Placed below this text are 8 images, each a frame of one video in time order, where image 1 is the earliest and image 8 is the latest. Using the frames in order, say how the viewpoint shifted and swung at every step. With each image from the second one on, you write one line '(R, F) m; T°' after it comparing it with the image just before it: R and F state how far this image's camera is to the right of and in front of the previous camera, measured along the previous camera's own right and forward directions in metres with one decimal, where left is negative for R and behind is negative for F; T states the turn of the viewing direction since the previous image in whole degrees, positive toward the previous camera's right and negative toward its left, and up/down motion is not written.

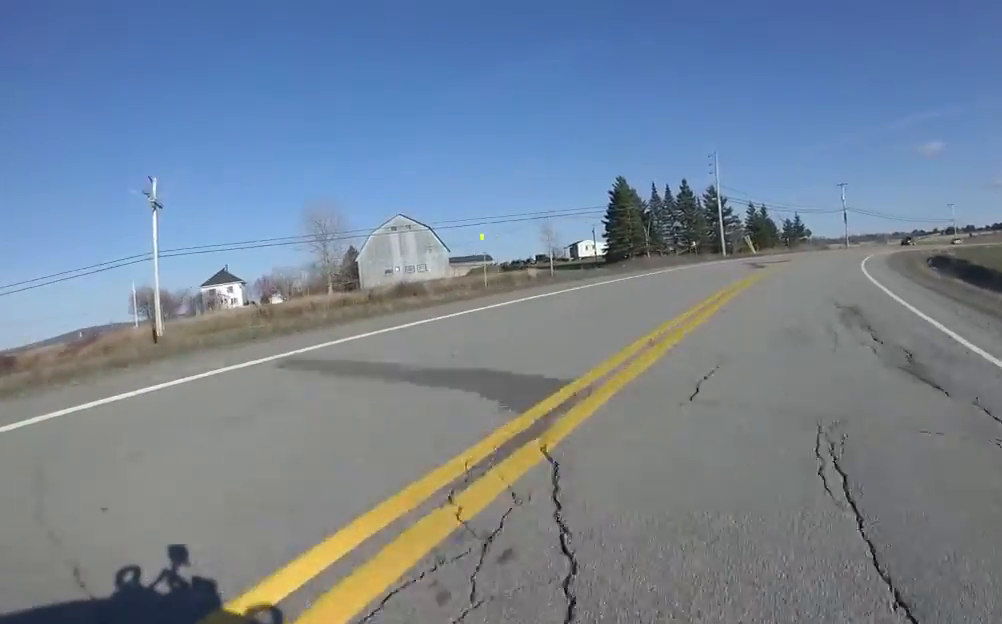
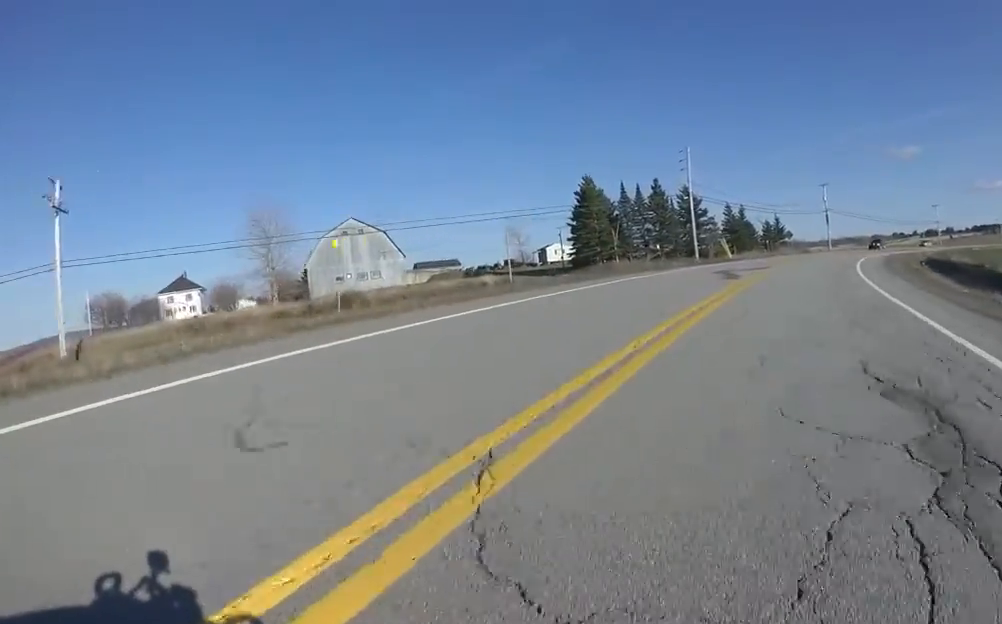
(+0.7, +5.6) m; +5°
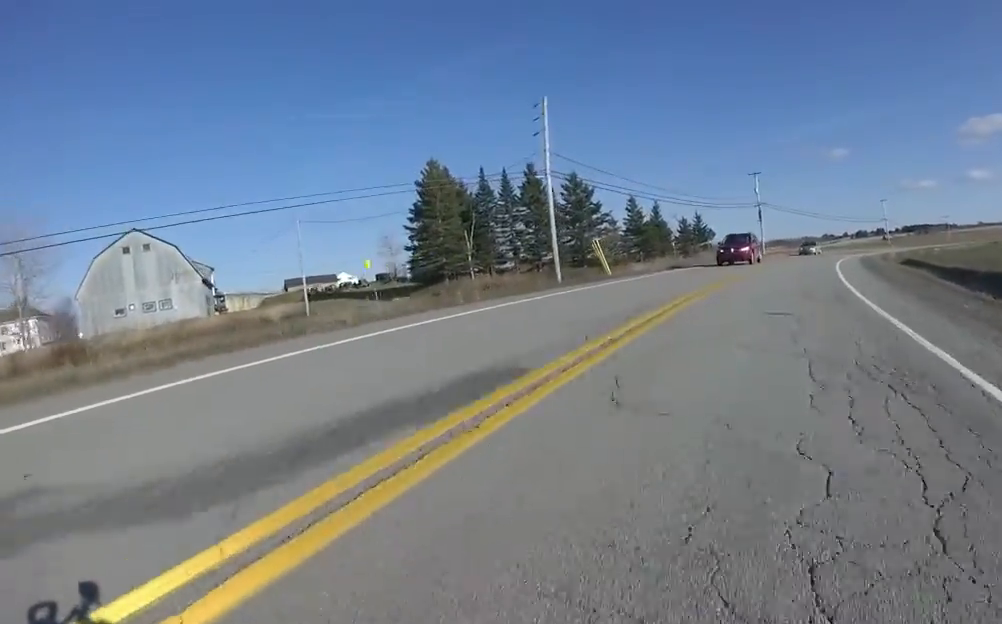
(+1.3, +20.5) m; +2°
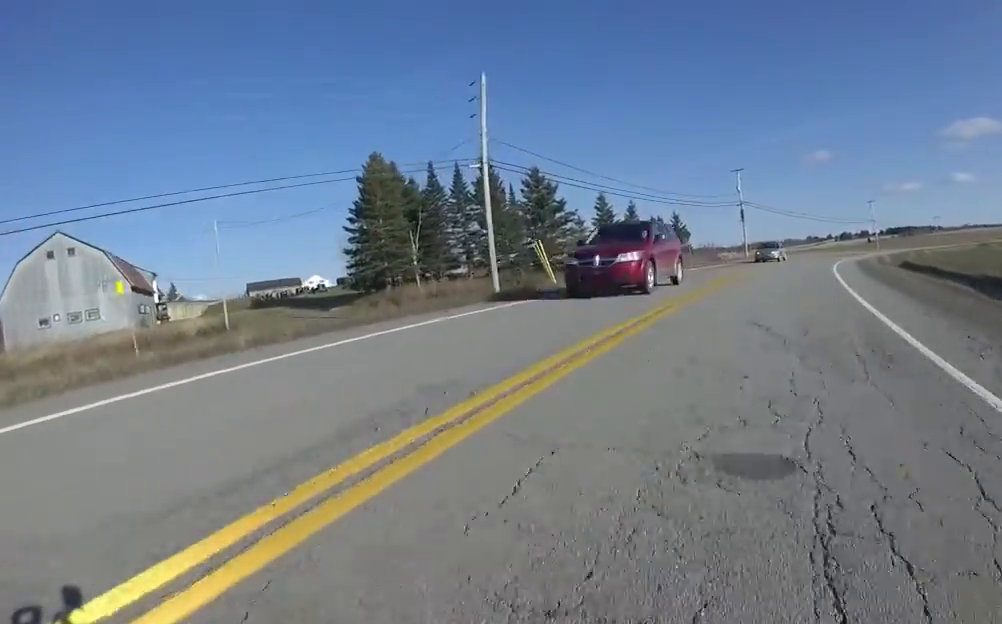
(-0.1, +6.1) m; -1°
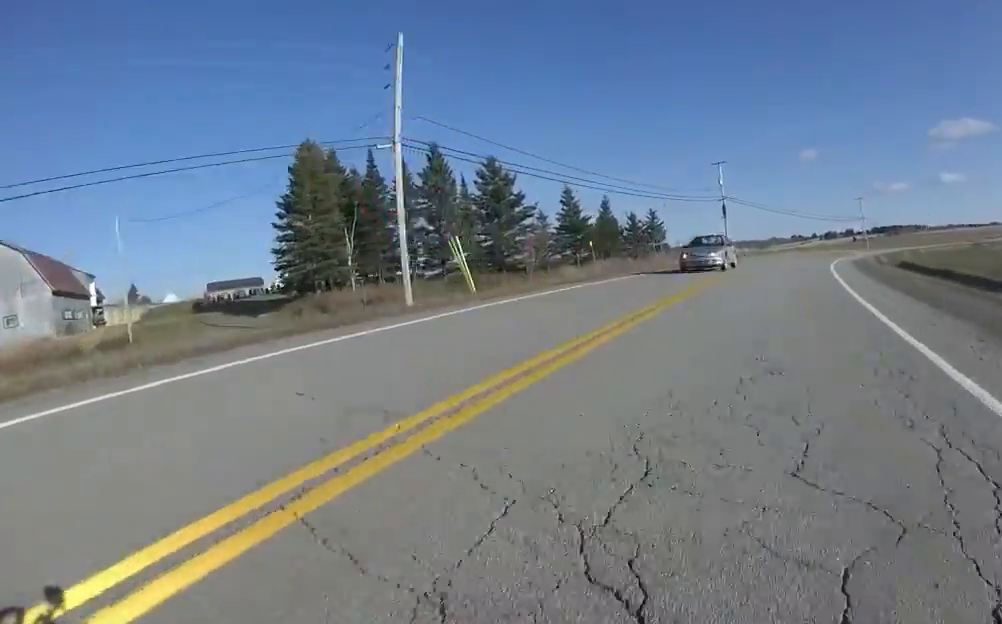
(0.0, +6.1) m; +1°
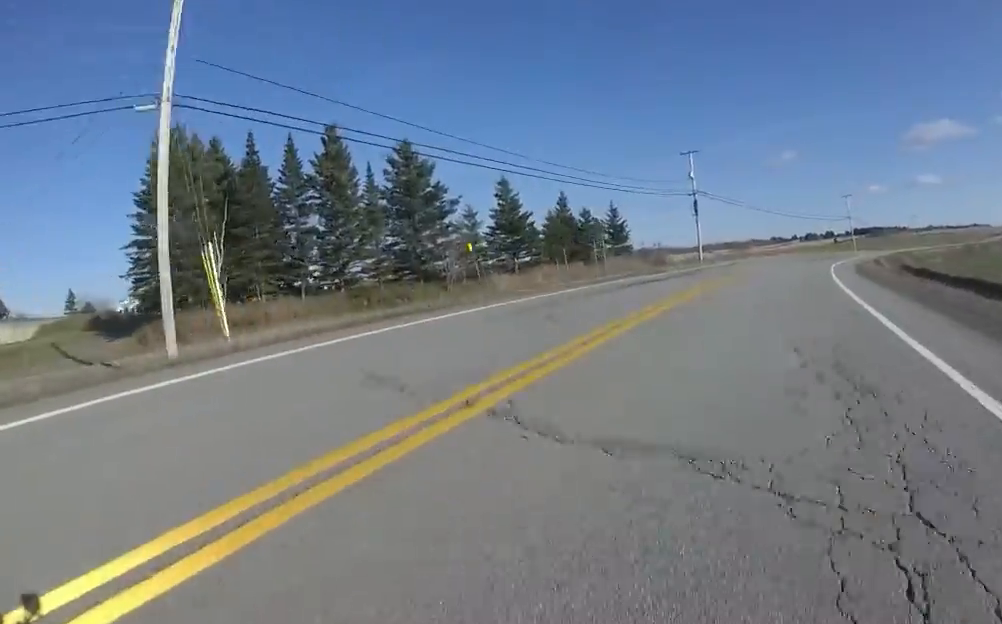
(+0.2, +9.6) m; +2°
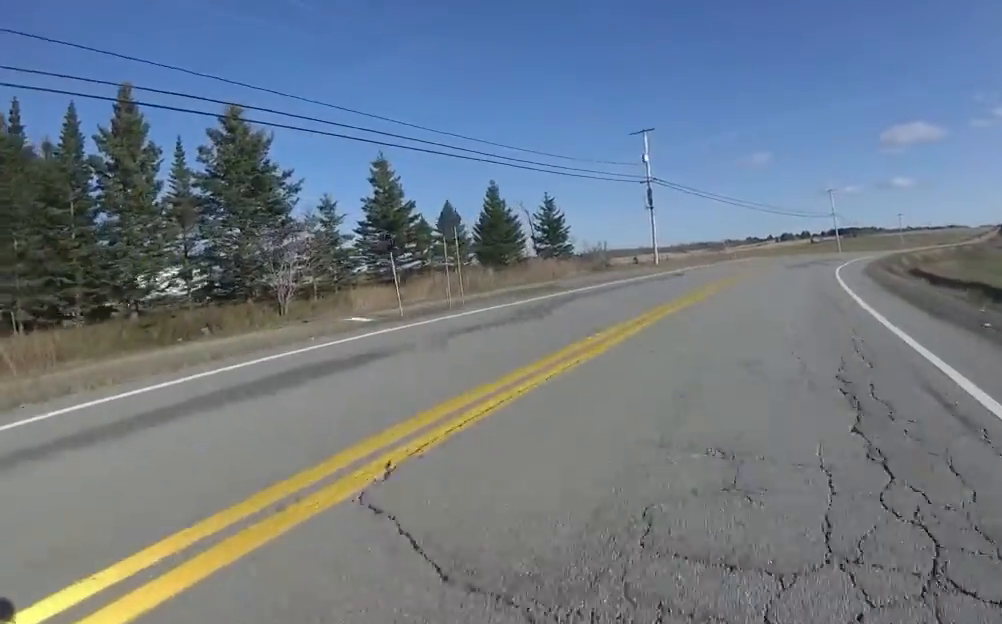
(+0.2, +12.6) m; +6°
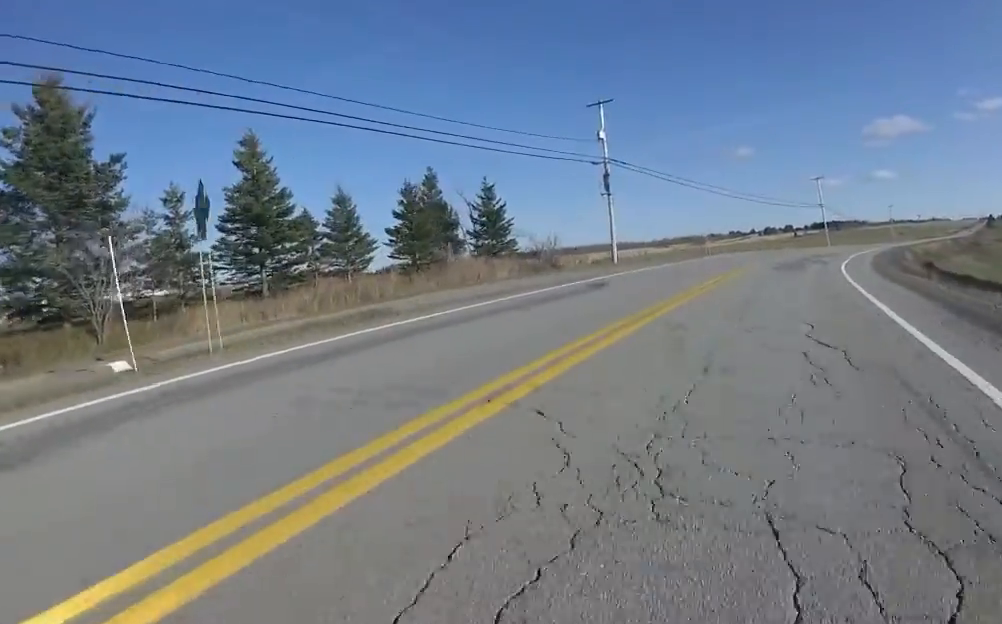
(+0.6, +8.4) m; +2°
